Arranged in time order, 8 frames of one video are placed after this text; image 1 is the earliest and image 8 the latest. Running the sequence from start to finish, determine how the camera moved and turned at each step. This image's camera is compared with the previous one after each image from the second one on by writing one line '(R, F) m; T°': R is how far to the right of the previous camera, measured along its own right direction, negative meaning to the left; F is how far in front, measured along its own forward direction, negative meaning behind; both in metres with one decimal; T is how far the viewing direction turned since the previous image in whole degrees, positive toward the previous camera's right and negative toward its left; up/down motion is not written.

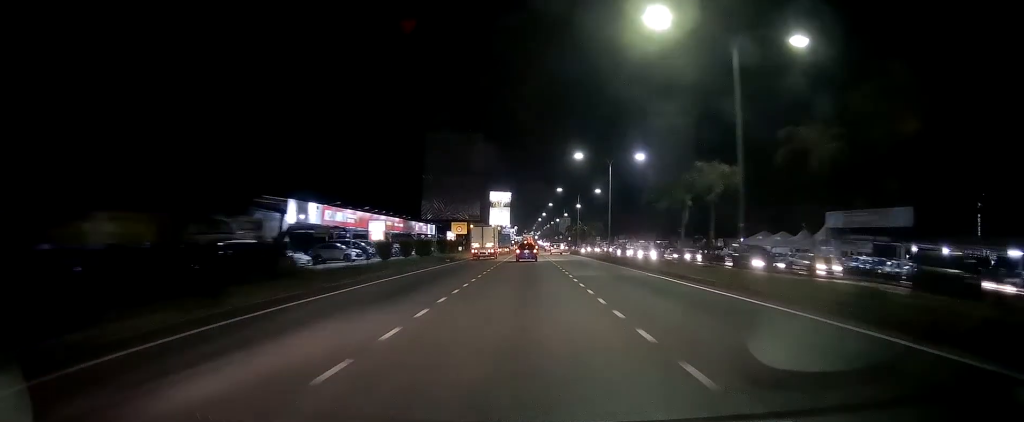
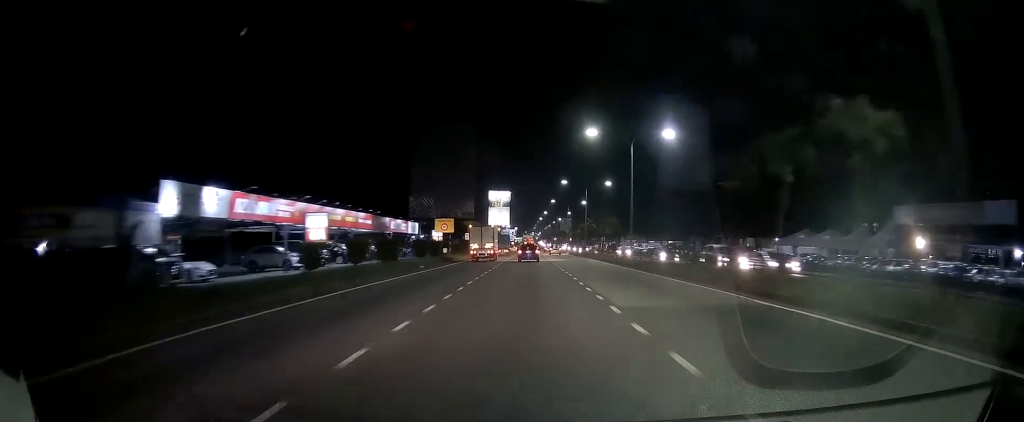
(0.0, +12.7) m; 0°
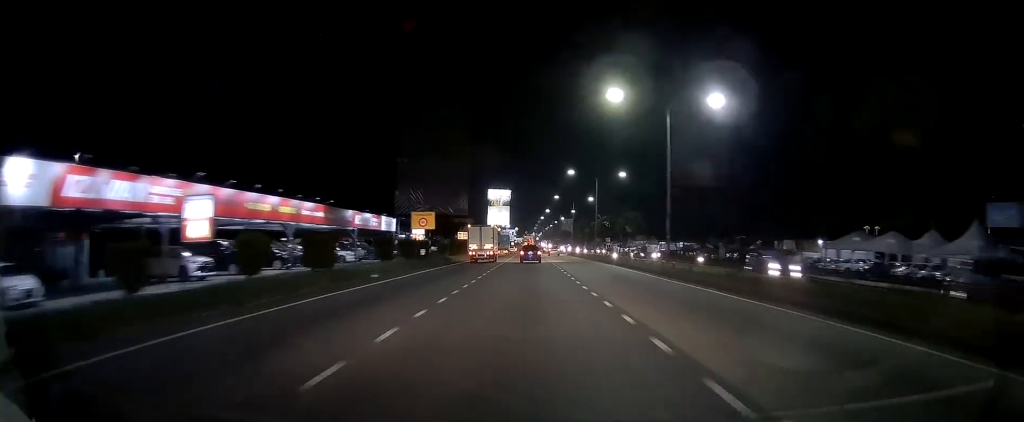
(0.0, +12.1) m; 0°
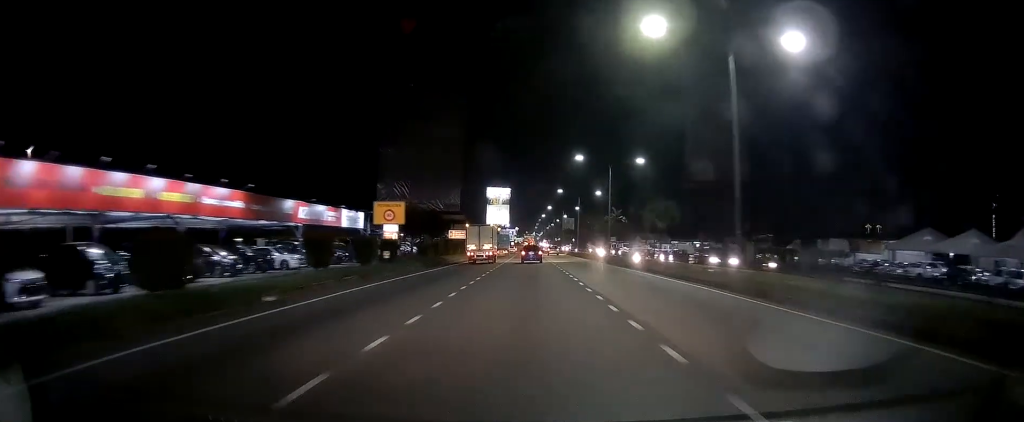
(-0.1, +11.7) m; 0°
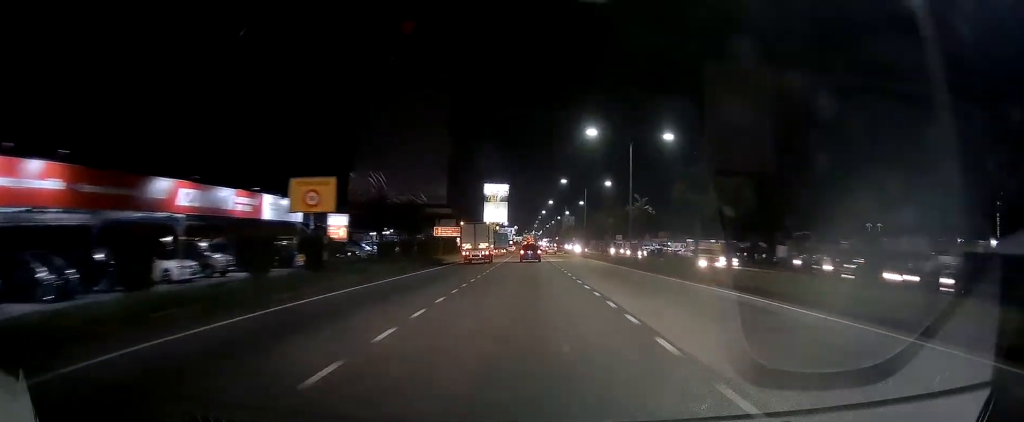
(0.0, +13.1) m; 0°
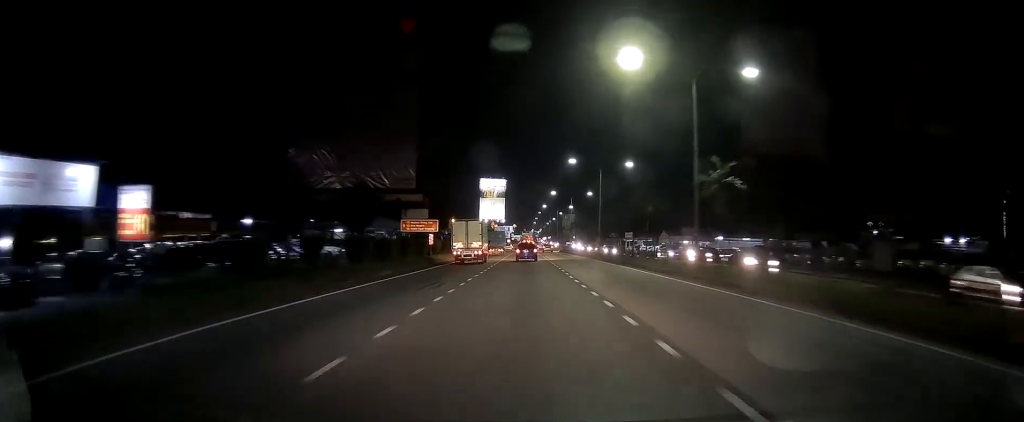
(0.0, +19.1) m; 0°
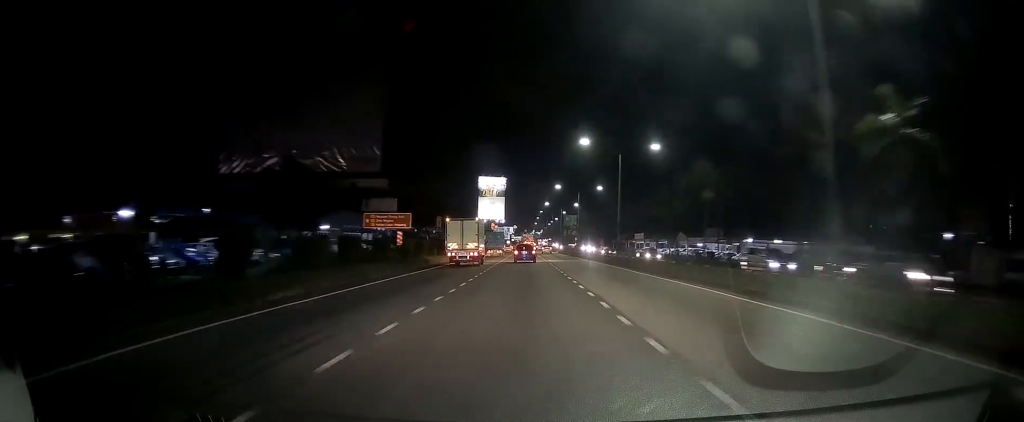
(+0.1, +13.2) m; 0°
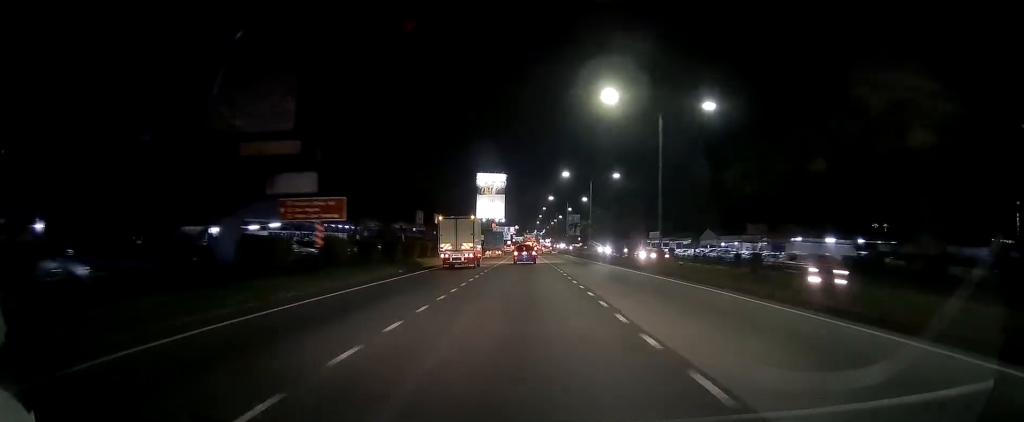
(-0.1, +16.0) m; 0°
